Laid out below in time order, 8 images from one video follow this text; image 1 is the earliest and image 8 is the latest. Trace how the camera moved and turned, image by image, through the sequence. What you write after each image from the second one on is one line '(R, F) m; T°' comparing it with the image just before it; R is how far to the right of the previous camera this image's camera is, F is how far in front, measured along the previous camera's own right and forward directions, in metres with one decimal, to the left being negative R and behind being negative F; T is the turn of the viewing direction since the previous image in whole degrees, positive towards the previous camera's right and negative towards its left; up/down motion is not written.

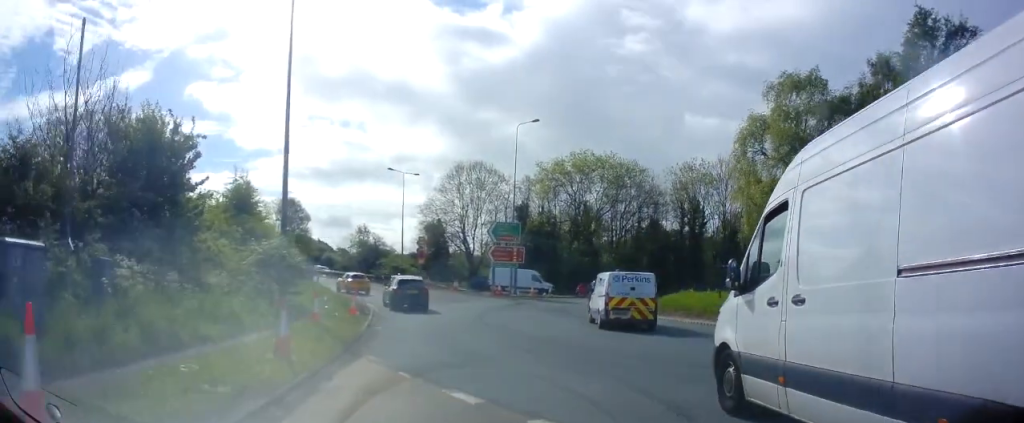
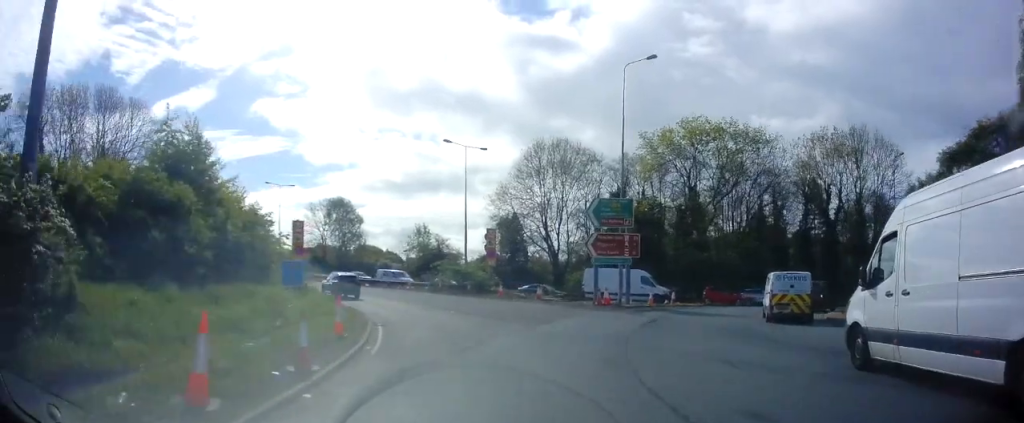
(-1.1, +14.3) m; -7°
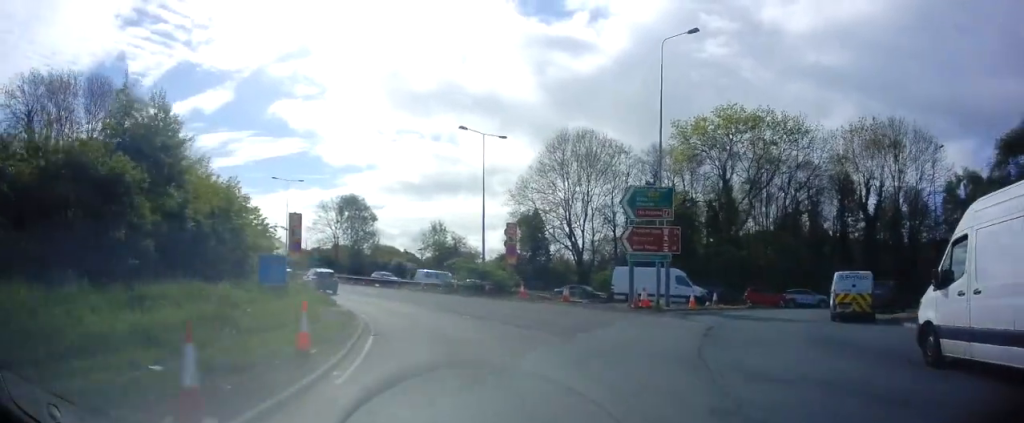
(-0.1, +4.0) m; -3°
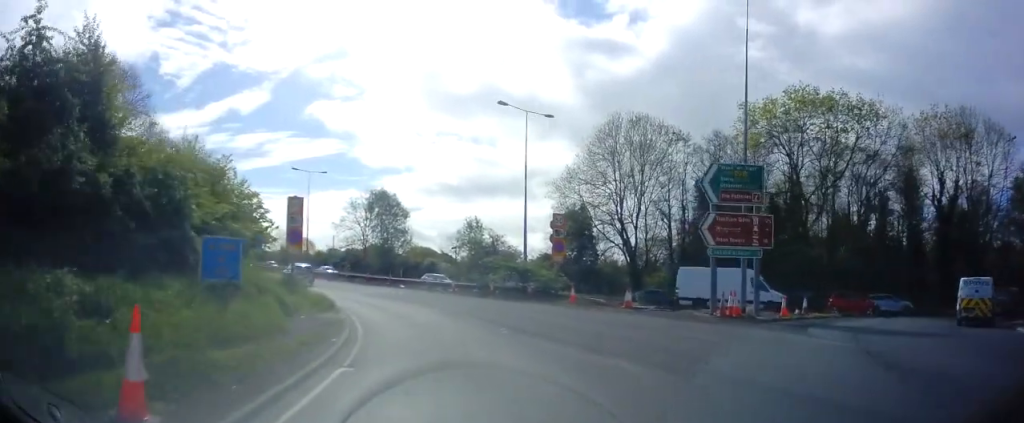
(-0.2, +6.2) m; -4°
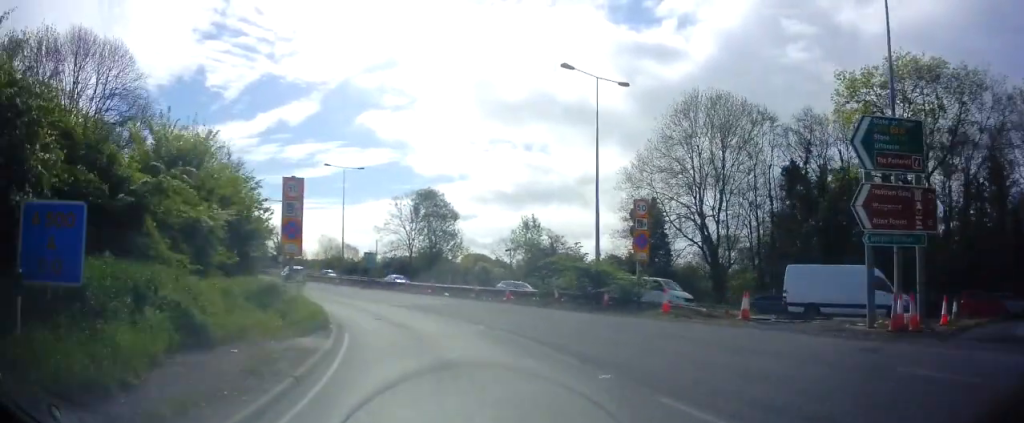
(-0.2, +7.2) m; -6°
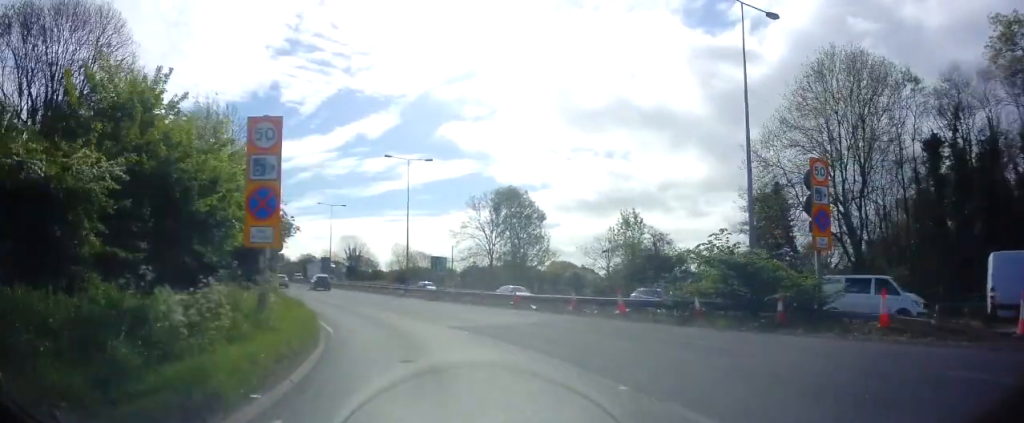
(-0.6, +9.0) m; -8°
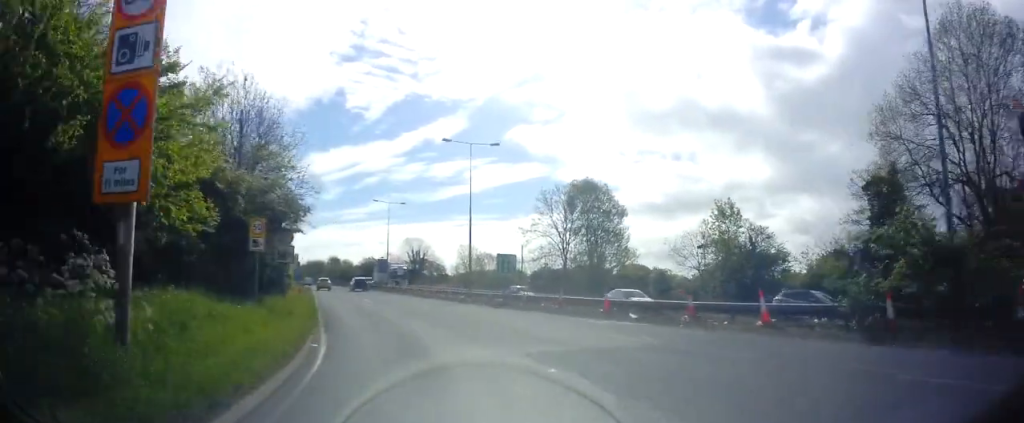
(0.0, +6.8) m; -7°
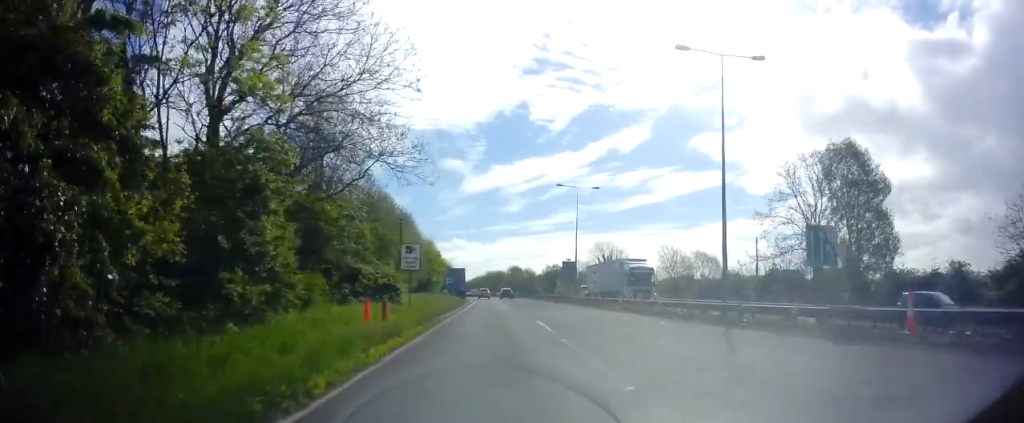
(-3.3, +18.3) m; -17°
